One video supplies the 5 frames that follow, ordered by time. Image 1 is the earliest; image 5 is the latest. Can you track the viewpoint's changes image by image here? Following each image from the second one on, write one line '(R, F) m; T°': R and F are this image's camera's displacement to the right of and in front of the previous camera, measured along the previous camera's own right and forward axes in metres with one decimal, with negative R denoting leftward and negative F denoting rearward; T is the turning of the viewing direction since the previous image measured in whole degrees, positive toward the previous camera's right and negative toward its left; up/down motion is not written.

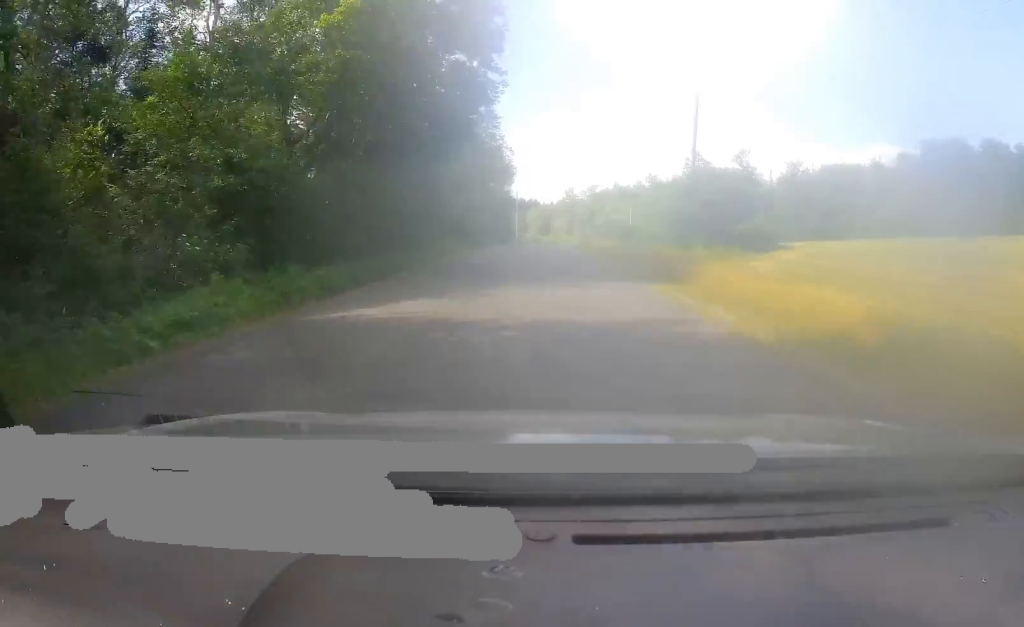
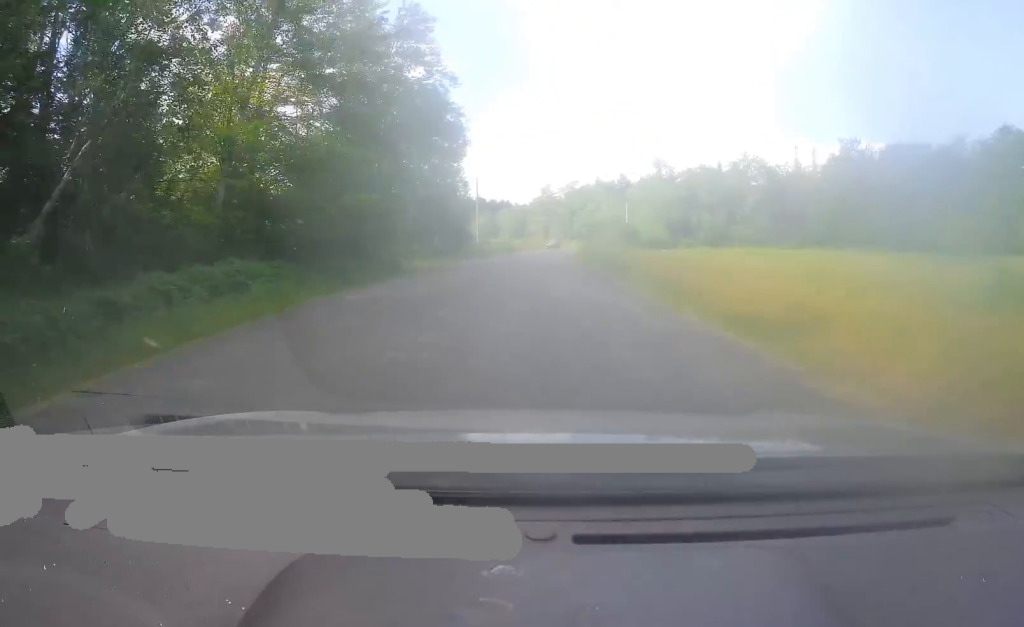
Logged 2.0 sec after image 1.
(+0.8, +36.3) m; +1°
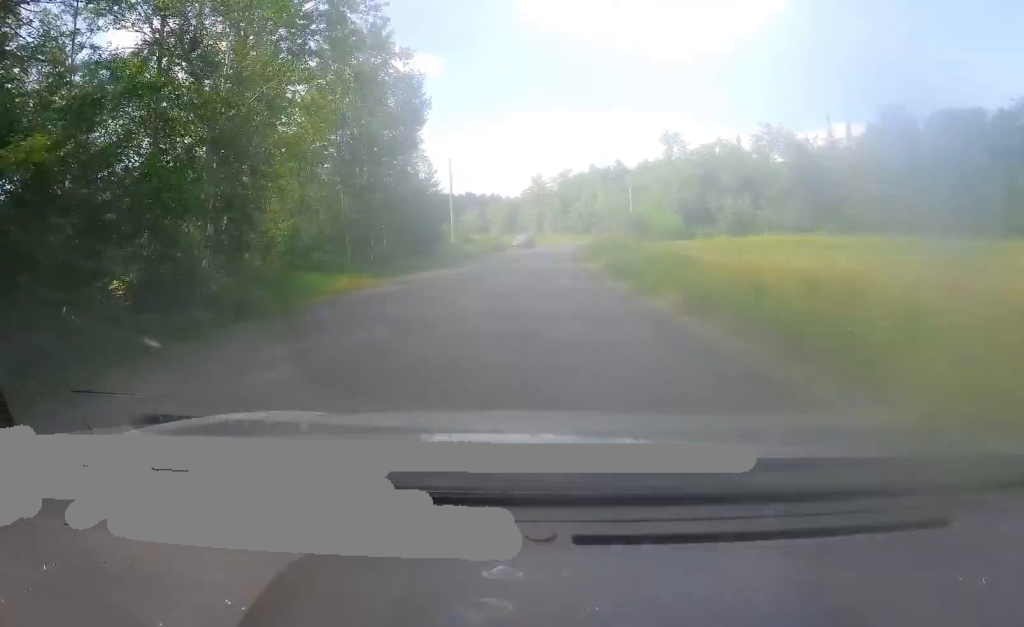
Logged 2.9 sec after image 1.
(0.0, +16.7) m; 0°
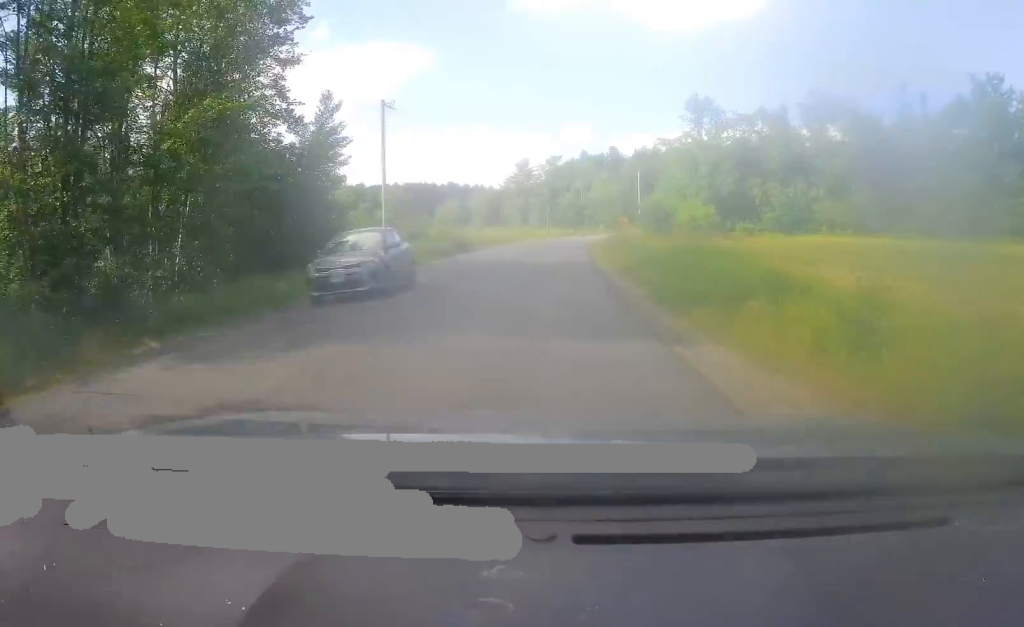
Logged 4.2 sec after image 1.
(+0.2, +22.9) m; +2°
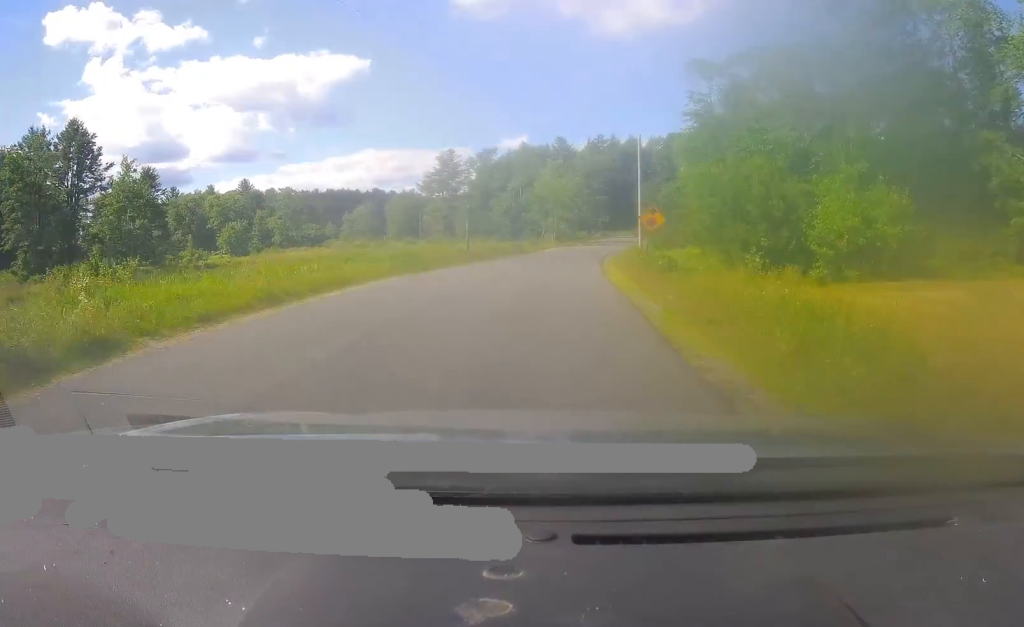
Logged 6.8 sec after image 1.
(+1.8, +45.4) m; +3°
